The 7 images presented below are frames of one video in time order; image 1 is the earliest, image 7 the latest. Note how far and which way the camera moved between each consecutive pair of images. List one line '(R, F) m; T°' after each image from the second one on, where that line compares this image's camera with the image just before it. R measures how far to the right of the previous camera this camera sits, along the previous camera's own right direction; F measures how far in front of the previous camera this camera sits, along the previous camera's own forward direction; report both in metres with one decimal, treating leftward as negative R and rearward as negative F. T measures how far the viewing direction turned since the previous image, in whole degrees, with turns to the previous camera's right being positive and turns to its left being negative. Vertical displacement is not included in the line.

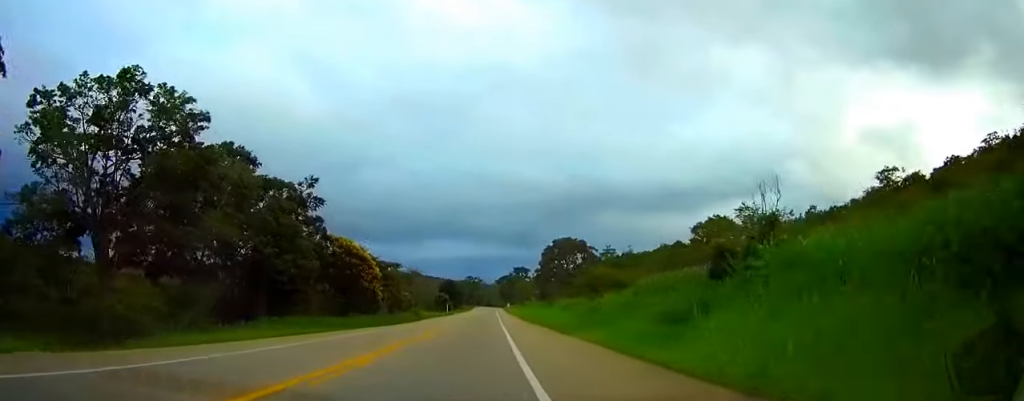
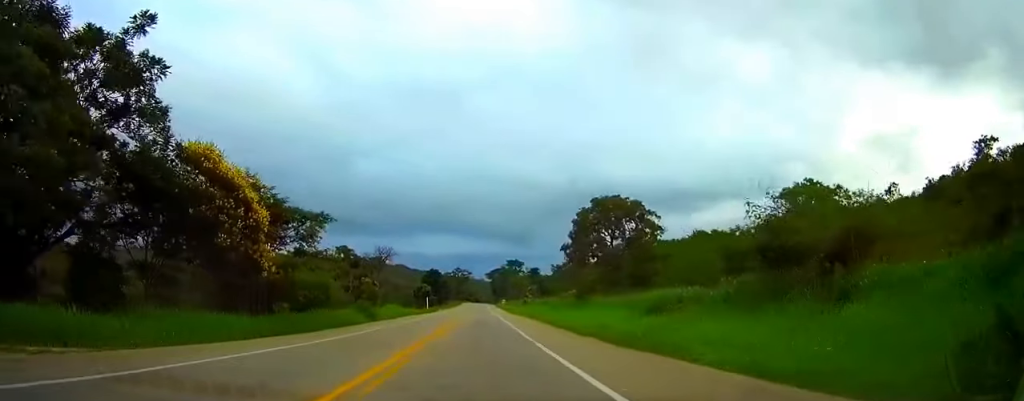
(+0.3, +34.9) m; +1°
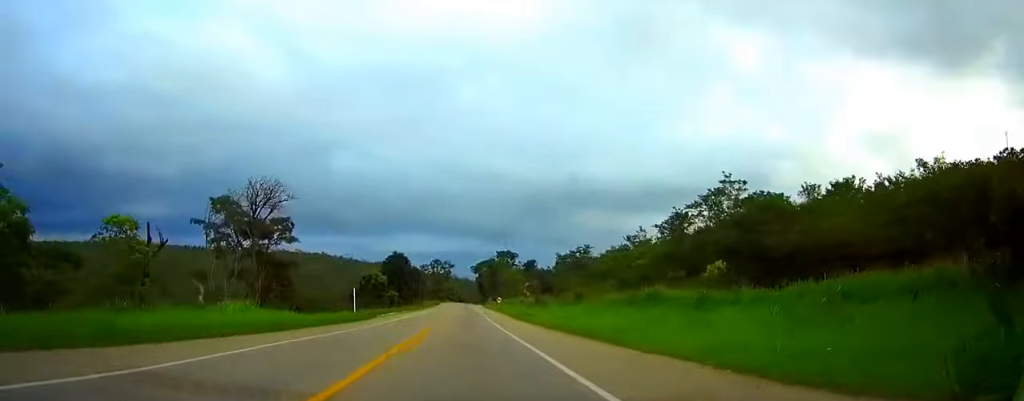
(+0.9, +58.1) m; +1°
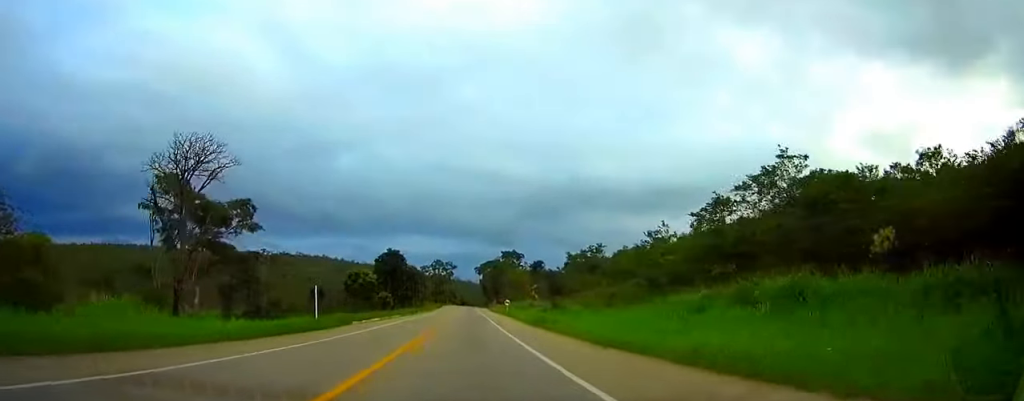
(+0.1, +14.6) m; 0°
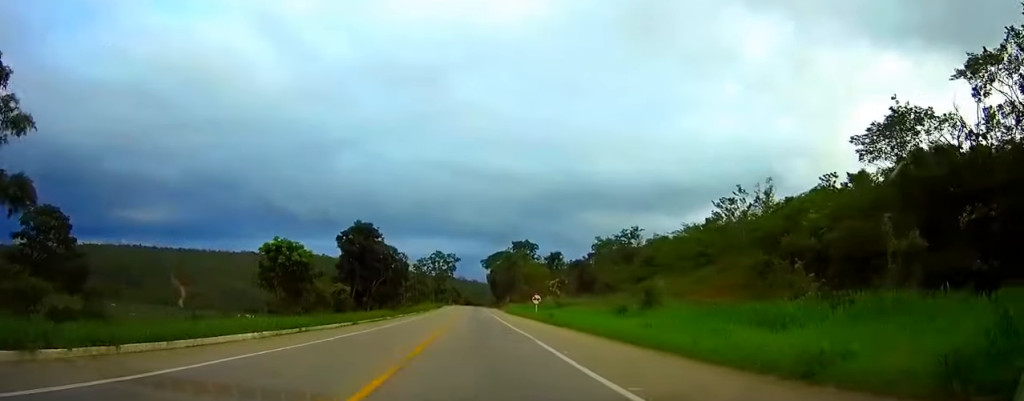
(-0.3, +36.8) m; 0°
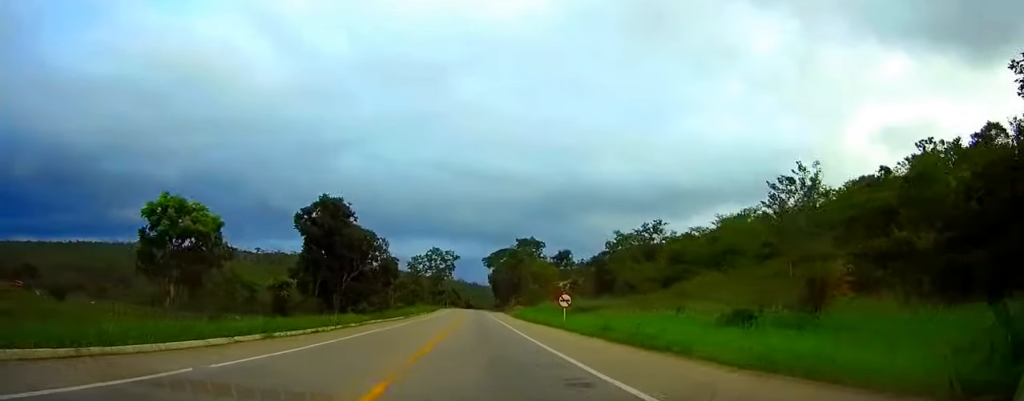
(+0.1, +19.1) m; 0°
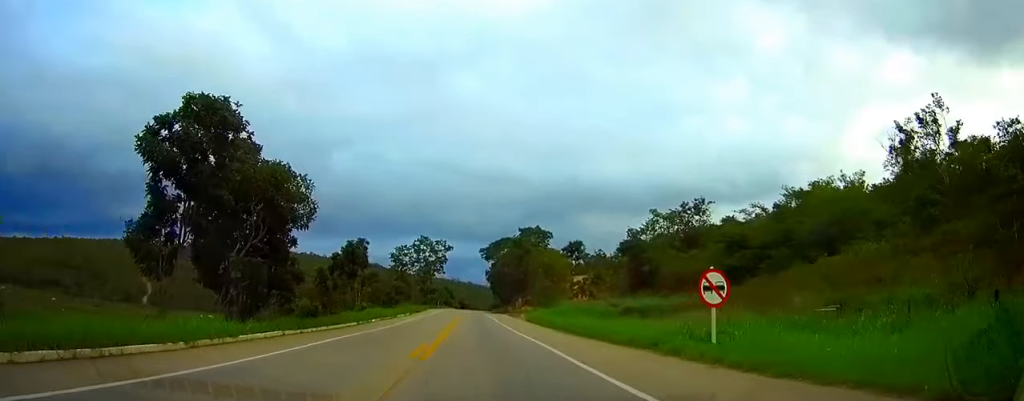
(+0.1, +28.6) m; 0°
